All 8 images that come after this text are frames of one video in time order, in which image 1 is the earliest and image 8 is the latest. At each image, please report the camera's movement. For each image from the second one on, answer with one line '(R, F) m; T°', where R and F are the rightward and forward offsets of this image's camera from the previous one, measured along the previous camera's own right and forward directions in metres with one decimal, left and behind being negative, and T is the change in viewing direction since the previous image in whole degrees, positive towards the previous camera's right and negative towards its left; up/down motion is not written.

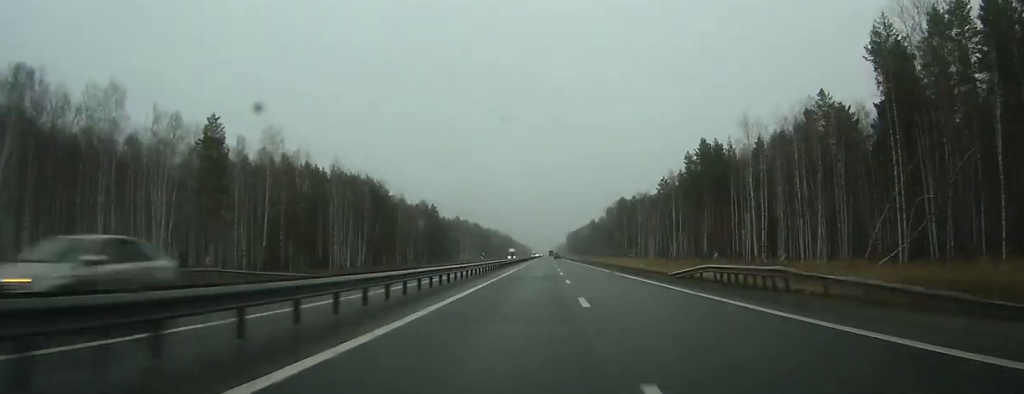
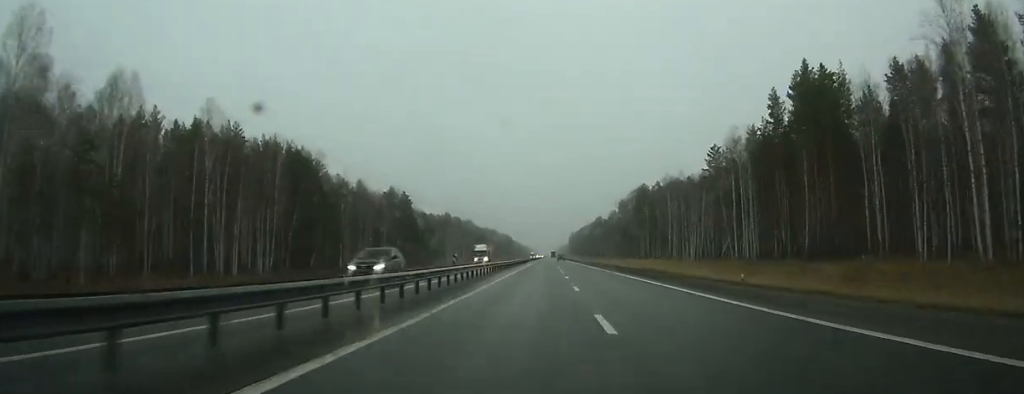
(-0.2, +54.2) m; 0°
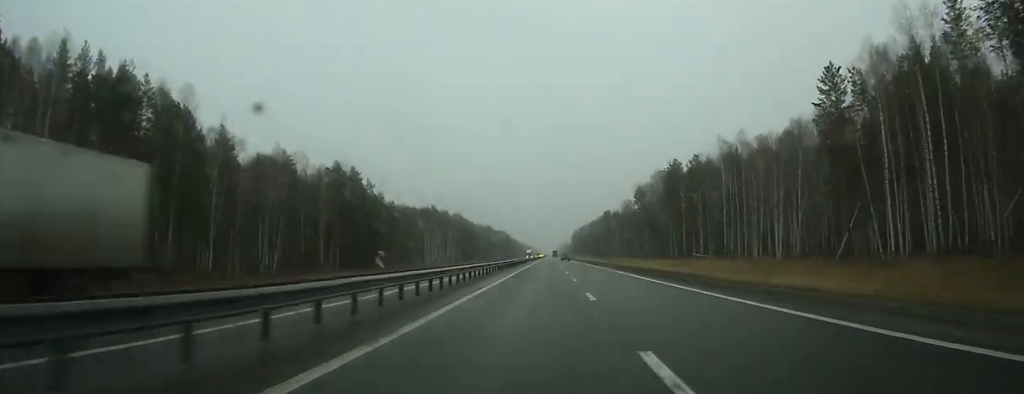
(-0.1, +52.5) m; 0°
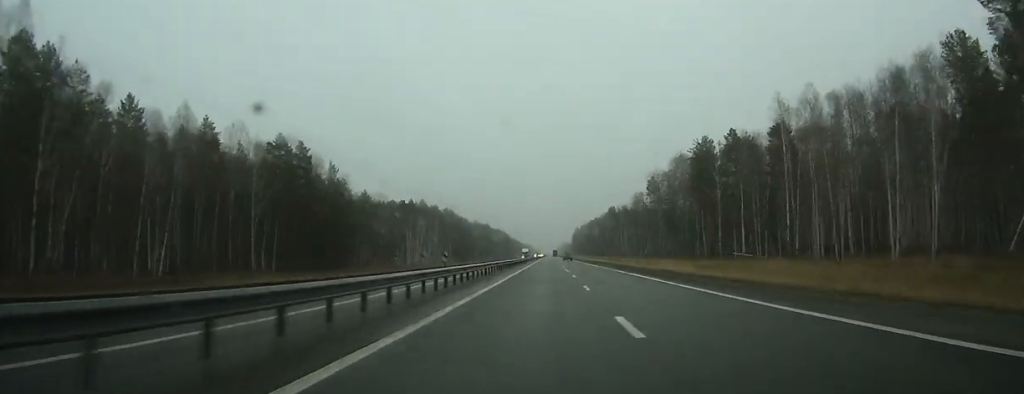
(0.0, +31.3) m; 0°
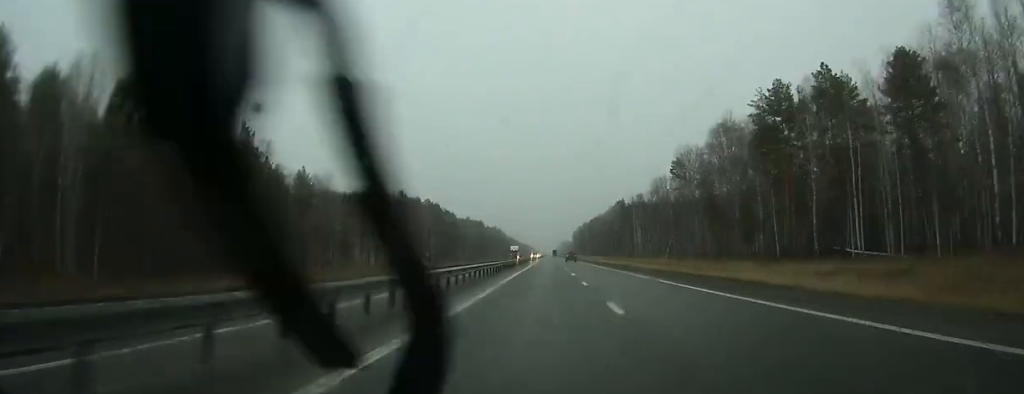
(0.0, +41.7) m; 0°
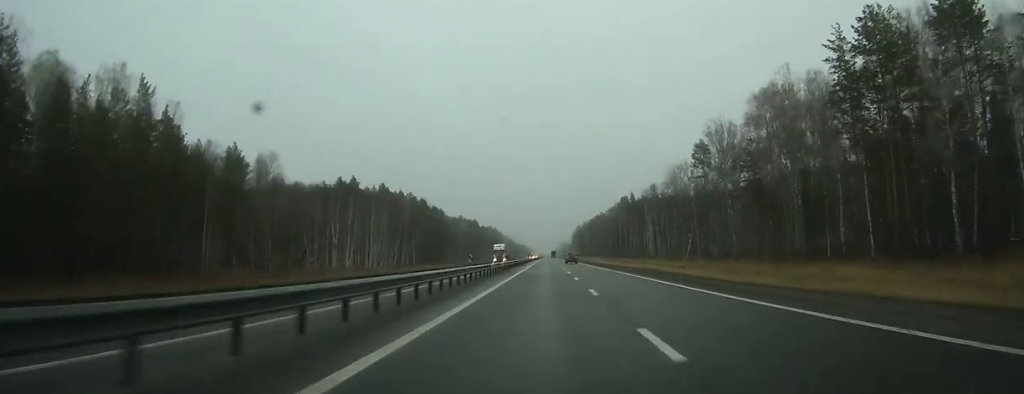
(0.0, +27.0) m; 0°
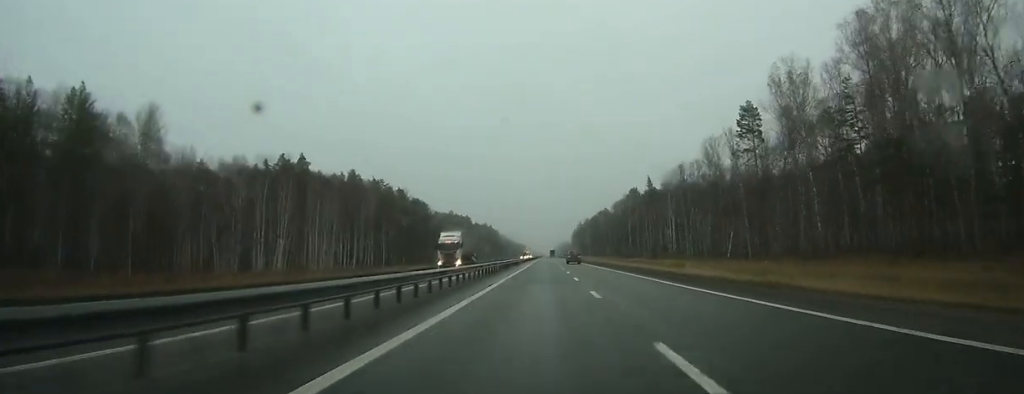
(+0.1, +35.0) m; 0°
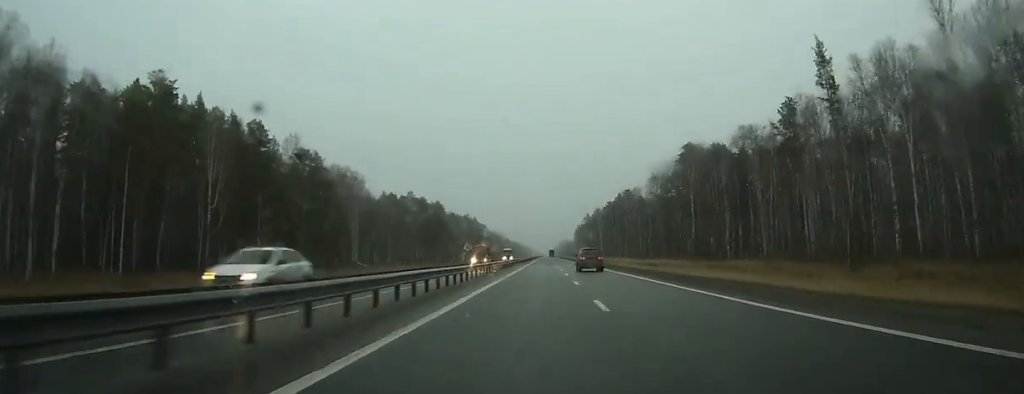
(+0.3, +106.4) m; 0°
